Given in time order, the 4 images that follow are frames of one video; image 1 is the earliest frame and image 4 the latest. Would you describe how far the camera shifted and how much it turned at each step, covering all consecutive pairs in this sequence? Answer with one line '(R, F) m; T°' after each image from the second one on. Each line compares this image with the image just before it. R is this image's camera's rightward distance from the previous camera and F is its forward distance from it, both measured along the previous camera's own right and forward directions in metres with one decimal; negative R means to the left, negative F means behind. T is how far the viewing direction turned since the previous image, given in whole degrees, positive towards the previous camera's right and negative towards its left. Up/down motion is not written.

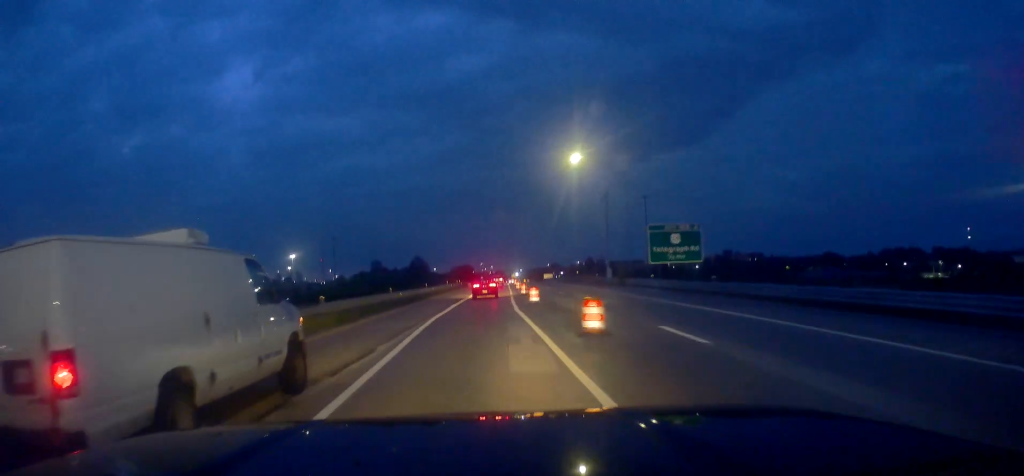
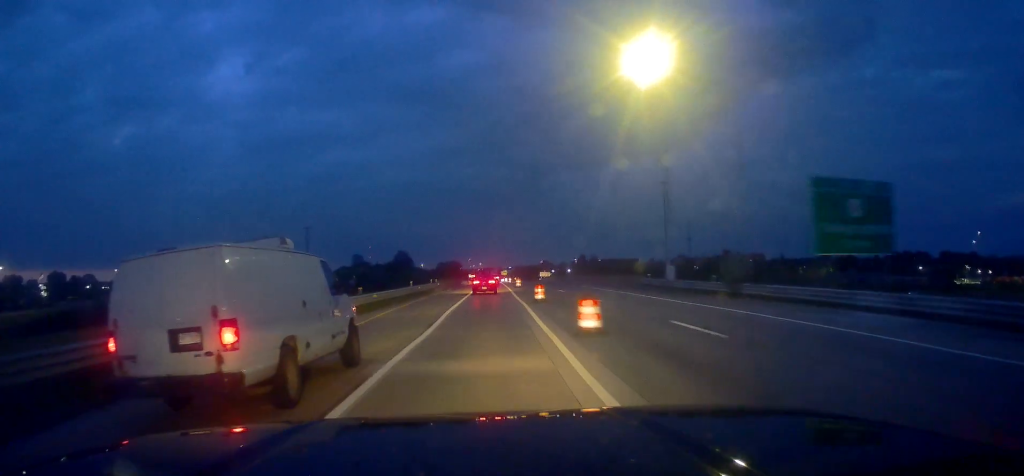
(0.0, +28.2) m; +2°
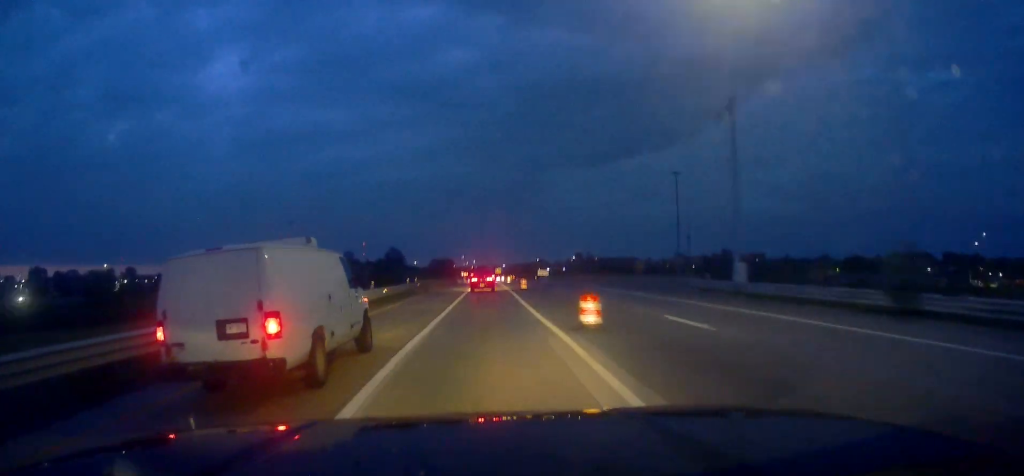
(+0.6, +14.4) m; +1°
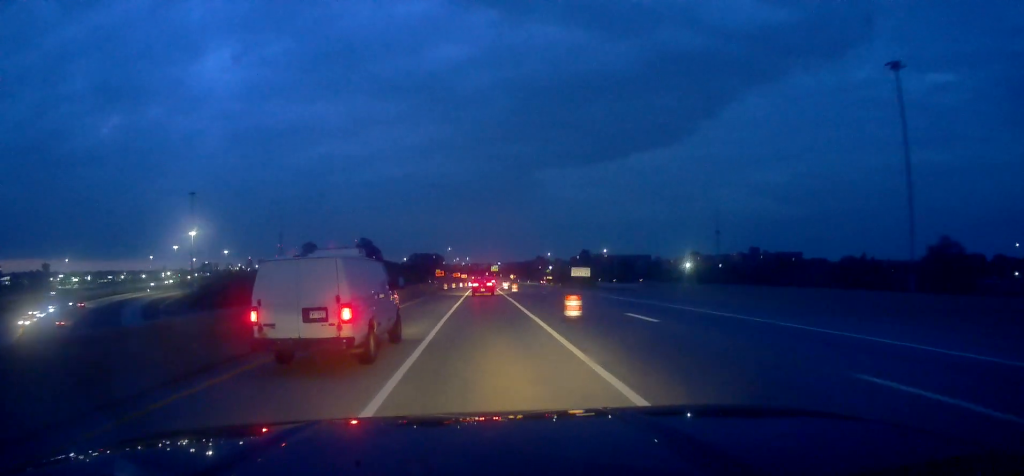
(+1.0, +83.7) m; +2°
